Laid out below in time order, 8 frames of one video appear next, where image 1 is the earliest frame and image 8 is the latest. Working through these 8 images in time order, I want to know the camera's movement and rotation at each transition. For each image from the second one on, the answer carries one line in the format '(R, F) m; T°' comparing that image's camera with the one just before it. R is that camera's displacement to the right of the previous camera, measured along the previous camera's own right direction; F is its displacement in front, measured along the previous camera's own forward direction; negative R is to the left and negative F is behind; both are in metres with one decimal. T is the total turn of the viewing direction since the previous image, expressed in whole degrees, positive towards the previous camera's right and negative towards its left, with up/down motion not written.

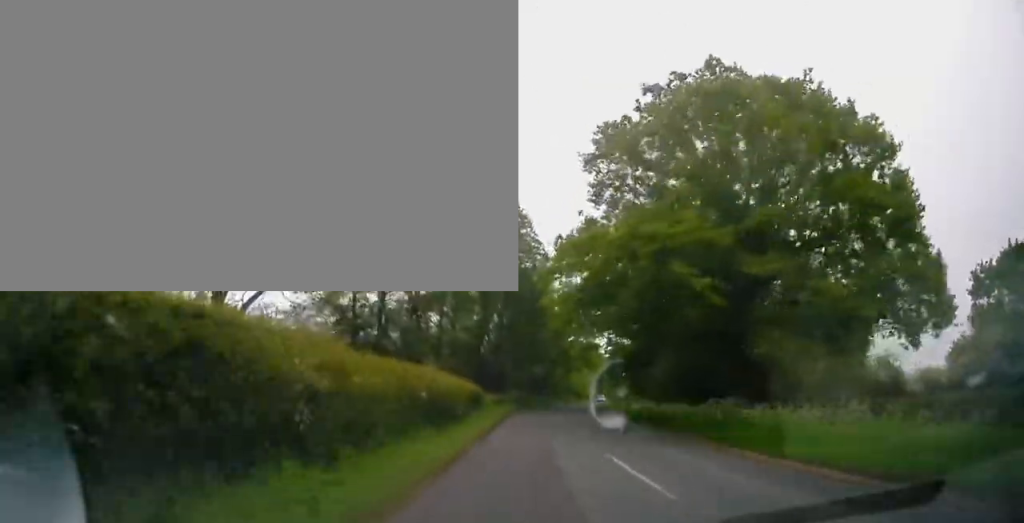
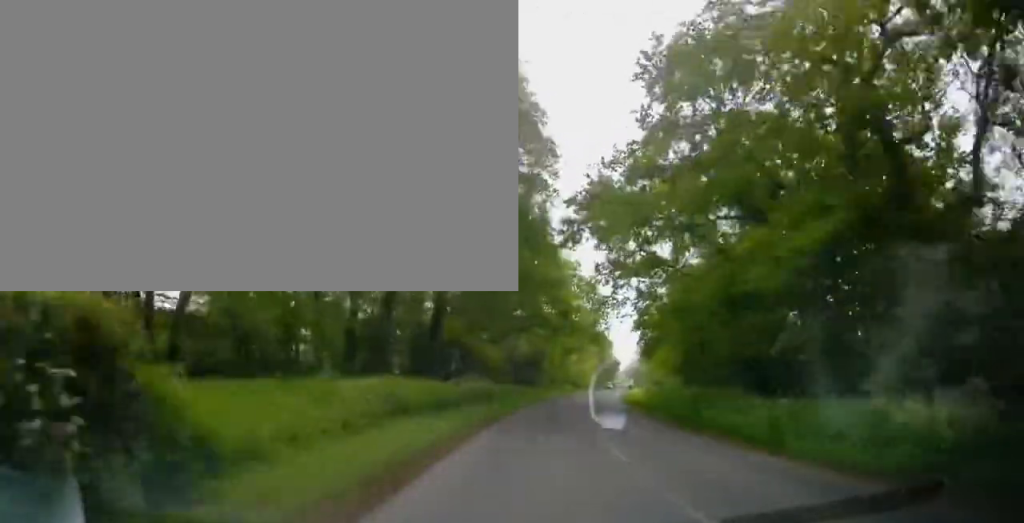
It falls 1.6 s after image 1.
(0.0, +26.0) m; 0°
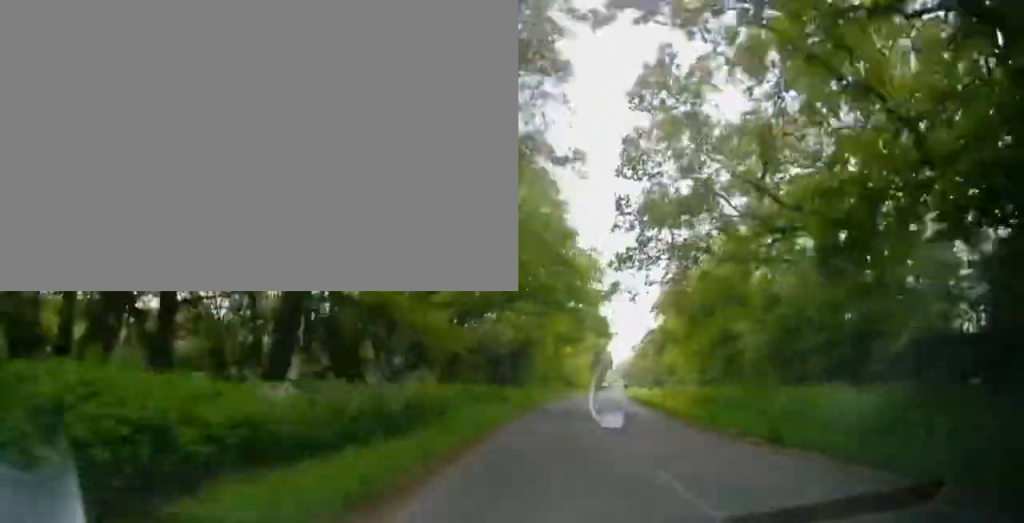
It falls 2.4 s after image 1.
(0.0, +13.3) m; +2°
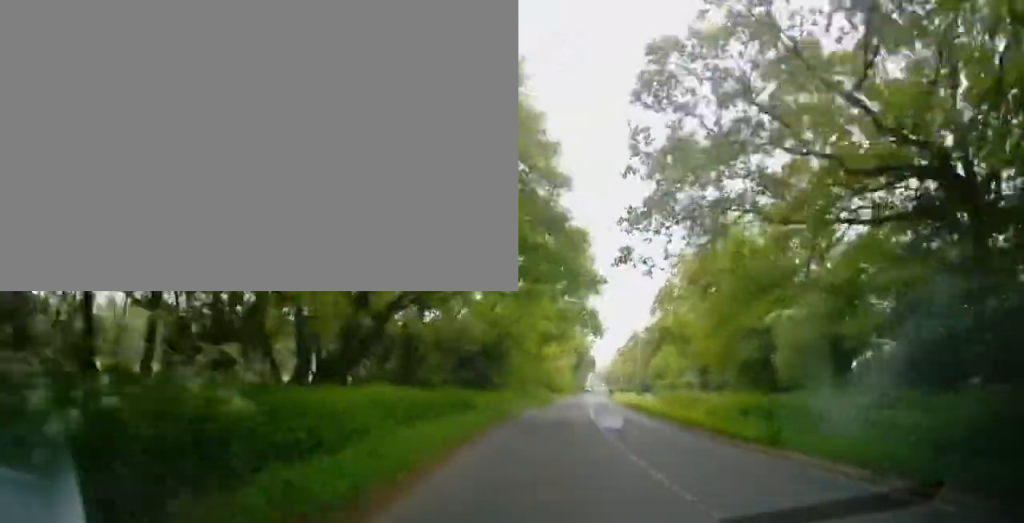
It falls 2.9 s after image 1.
(-0.3, +8.0) m; +2°
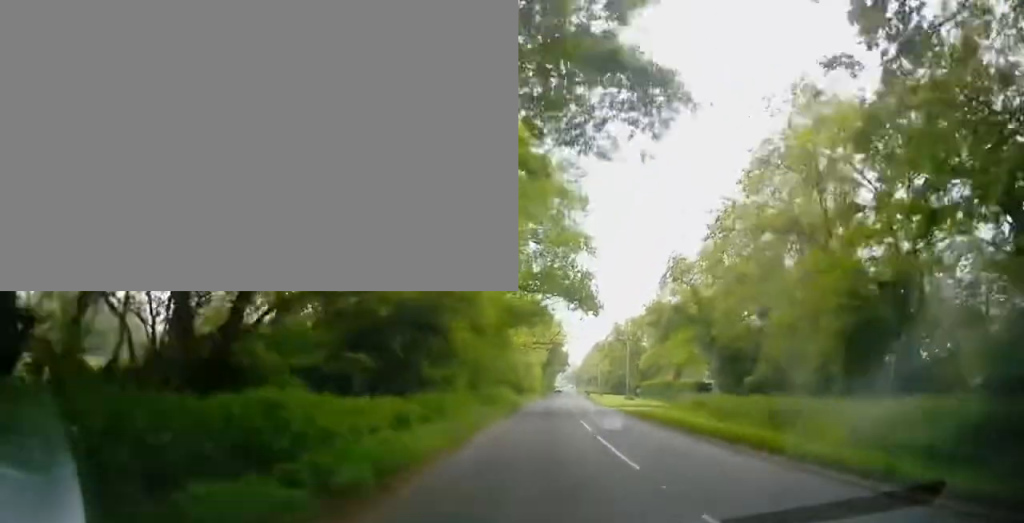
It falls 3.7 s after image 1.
(+0.9, +14.1) m; +3°
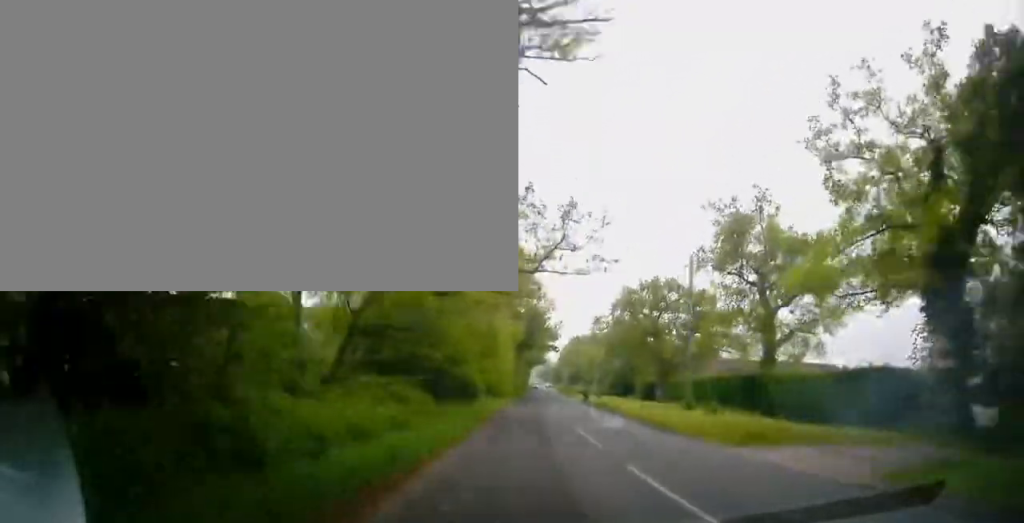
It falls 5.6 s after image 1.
(+0.6, +31.5) m; +2°
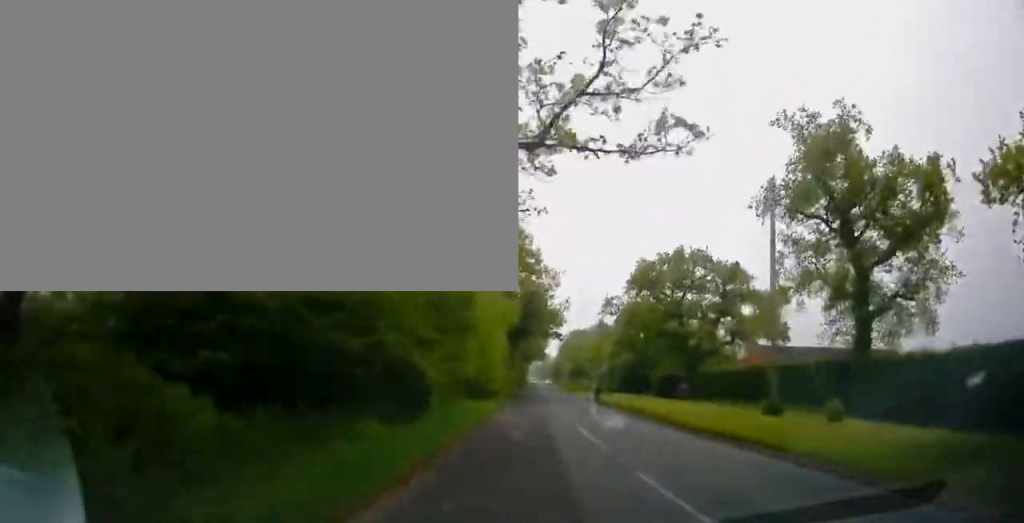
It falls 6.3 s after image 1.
(+0.1, +11.2) m; +1°
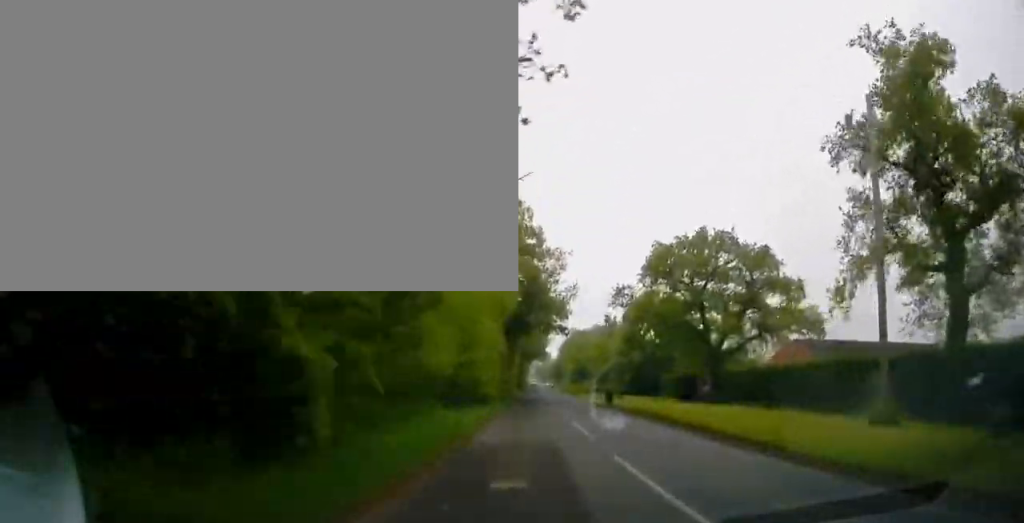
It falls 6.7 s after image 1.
(+0.2, +7.3) m; 0°
